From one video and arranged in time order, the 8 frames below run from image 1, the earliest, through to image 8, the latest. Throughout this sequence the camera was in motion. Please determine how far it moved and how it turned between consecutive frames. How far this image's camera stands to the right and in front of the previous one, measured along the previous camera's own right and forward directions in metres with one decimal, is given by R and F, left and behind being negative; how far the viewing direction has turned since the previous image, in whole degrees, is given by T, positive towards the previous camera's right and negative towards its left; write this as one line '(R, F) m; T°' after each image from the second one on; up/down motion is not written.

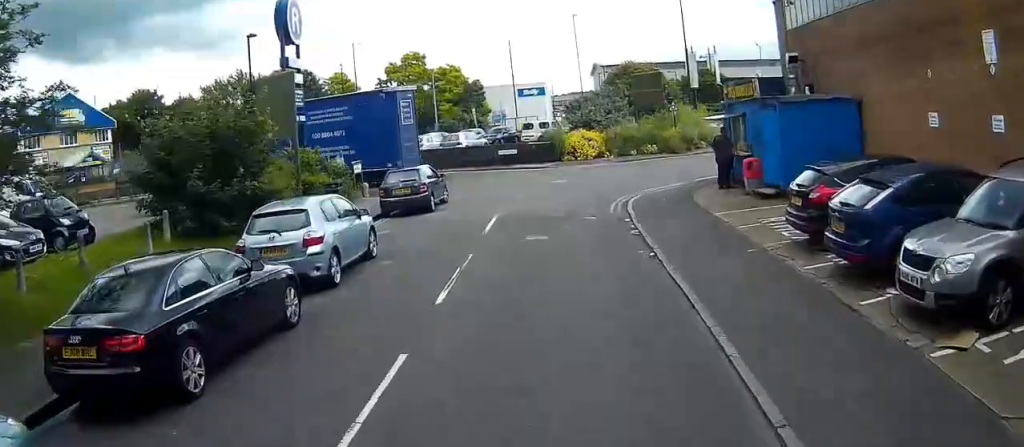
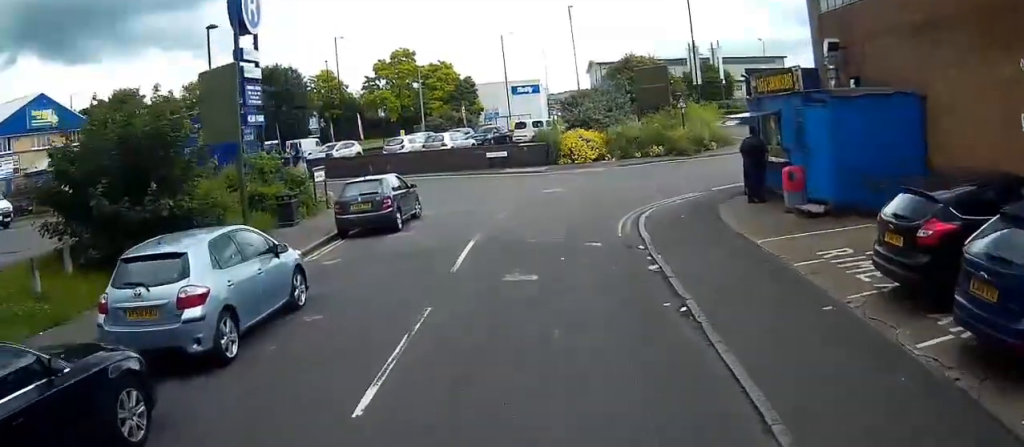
(-0.1, +4.7) m; -1°
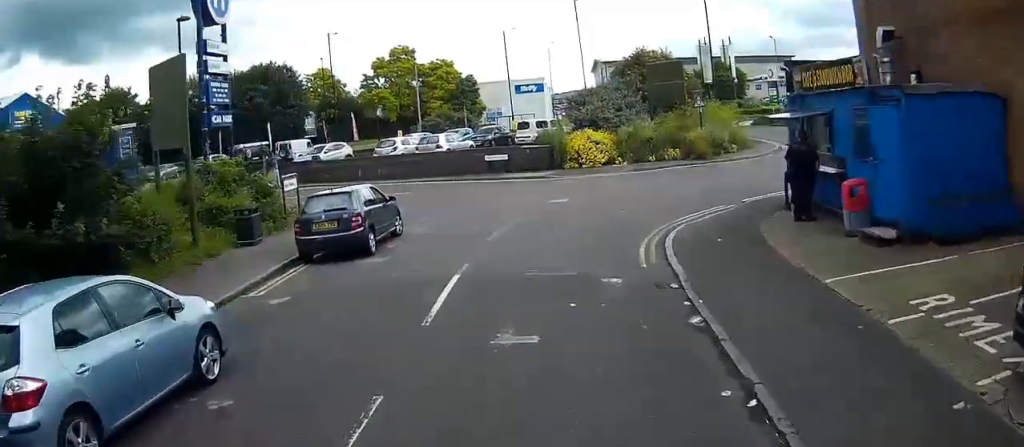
(0.0, +4.2) m; -1°
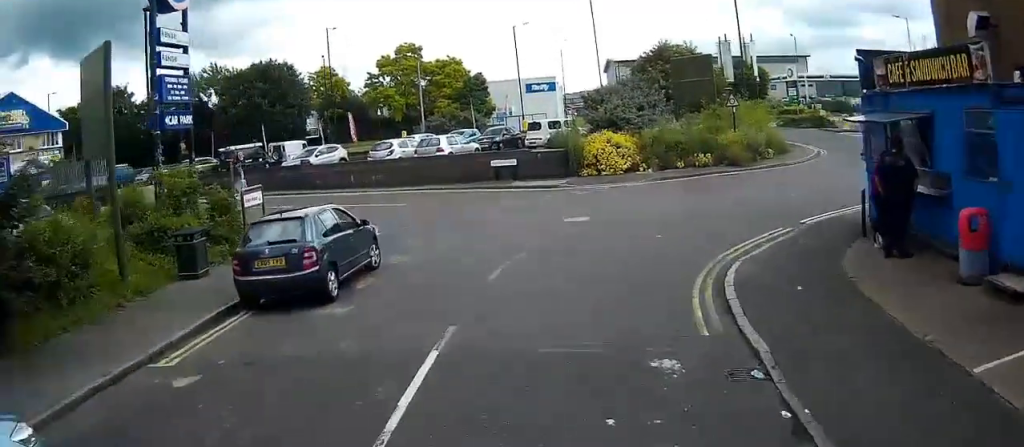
(-0.1, +5.0) m; -4°
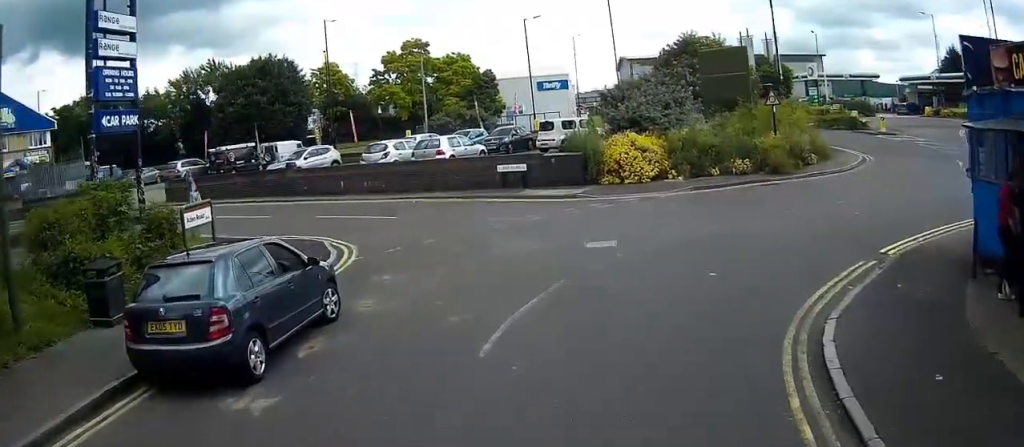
(-0.2, +4.4) m; +7°
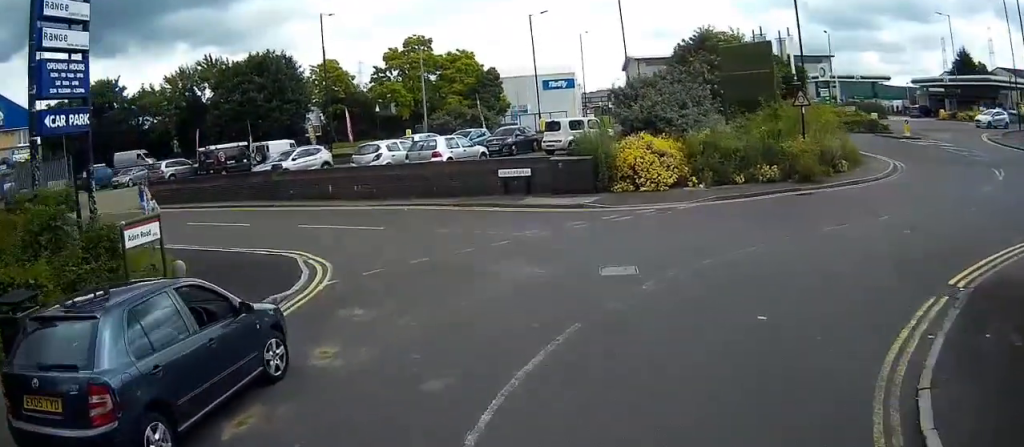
(-0.2, +2.6) m; +14°
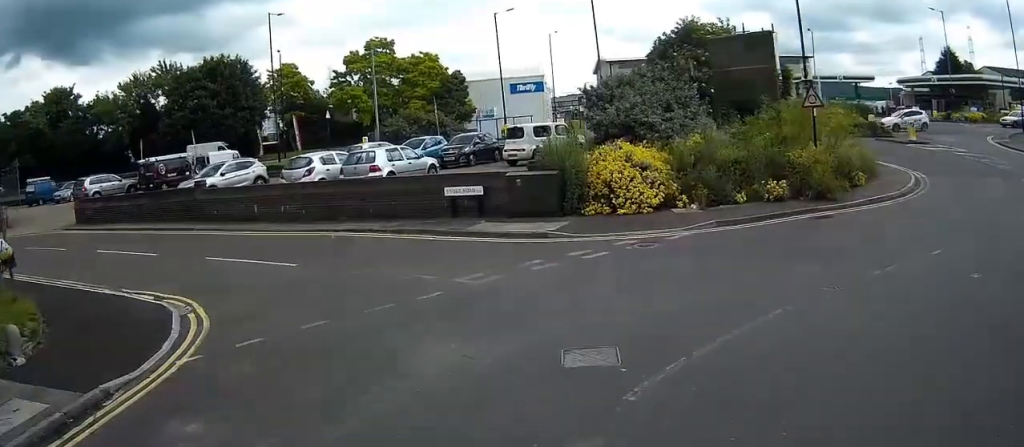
(+1.4, +5.0) m; +11°
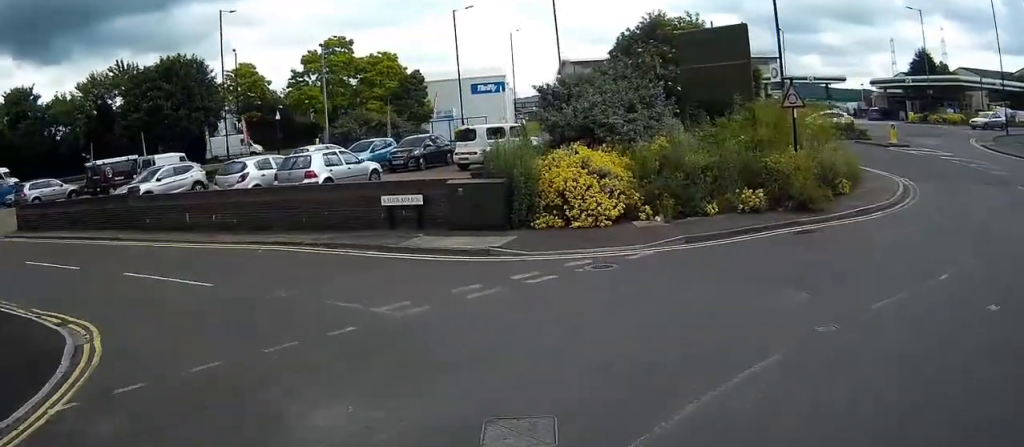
(-0.5, +2.3) m; 0°
